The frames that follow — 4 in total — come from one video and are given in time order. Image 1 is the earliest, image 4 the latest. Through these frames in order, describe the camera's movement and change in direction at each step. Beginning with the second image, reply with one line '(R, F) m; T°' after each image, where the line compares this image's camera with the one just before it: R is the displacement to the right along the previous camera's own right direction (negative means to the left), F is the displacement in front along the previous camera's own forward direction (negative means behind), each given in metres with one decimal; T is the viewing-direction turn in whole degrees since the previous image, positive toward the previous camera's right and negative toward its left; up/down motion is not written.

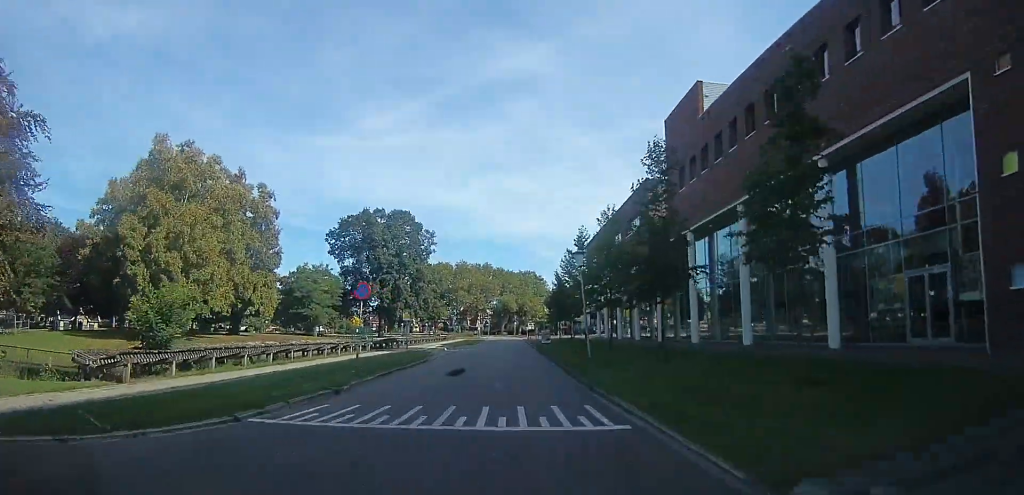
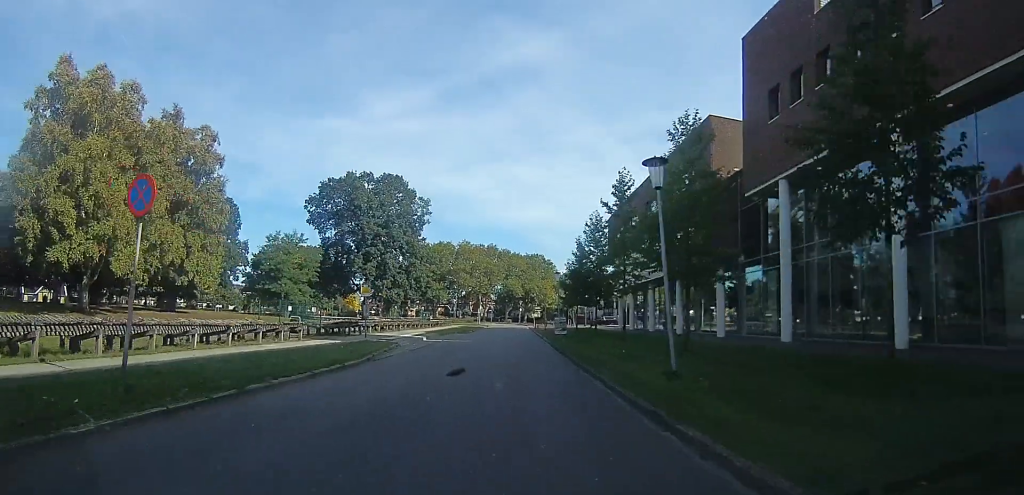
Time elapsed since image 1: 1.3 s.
(-0.1, +11.4) m; -1°
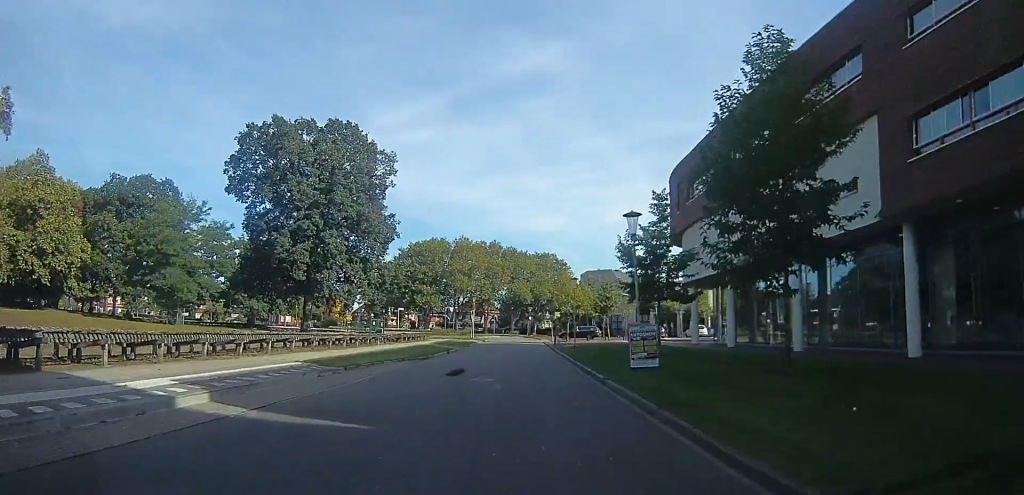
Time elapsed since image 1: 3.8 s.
(+0.5, +22.6) m; +10°
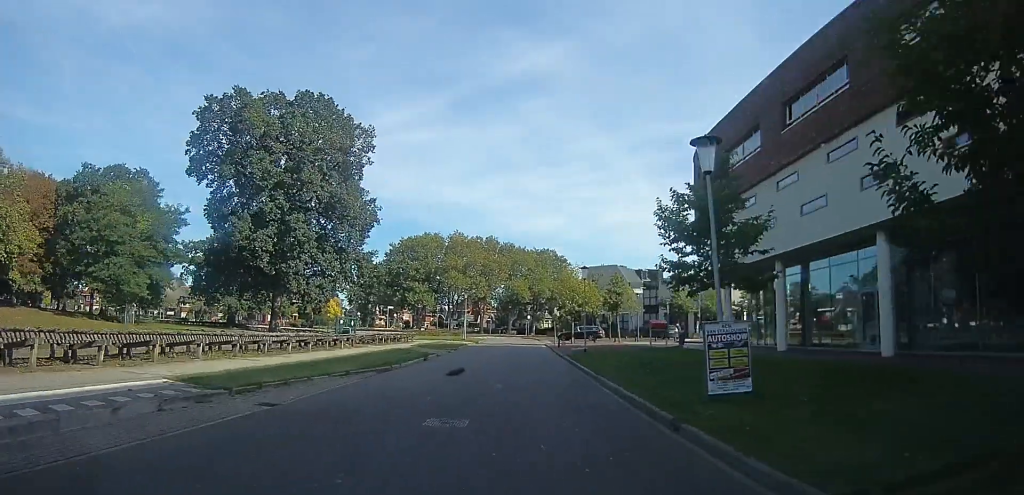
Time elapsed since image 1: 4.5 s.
(+1.0, +6.3) m; 0°
